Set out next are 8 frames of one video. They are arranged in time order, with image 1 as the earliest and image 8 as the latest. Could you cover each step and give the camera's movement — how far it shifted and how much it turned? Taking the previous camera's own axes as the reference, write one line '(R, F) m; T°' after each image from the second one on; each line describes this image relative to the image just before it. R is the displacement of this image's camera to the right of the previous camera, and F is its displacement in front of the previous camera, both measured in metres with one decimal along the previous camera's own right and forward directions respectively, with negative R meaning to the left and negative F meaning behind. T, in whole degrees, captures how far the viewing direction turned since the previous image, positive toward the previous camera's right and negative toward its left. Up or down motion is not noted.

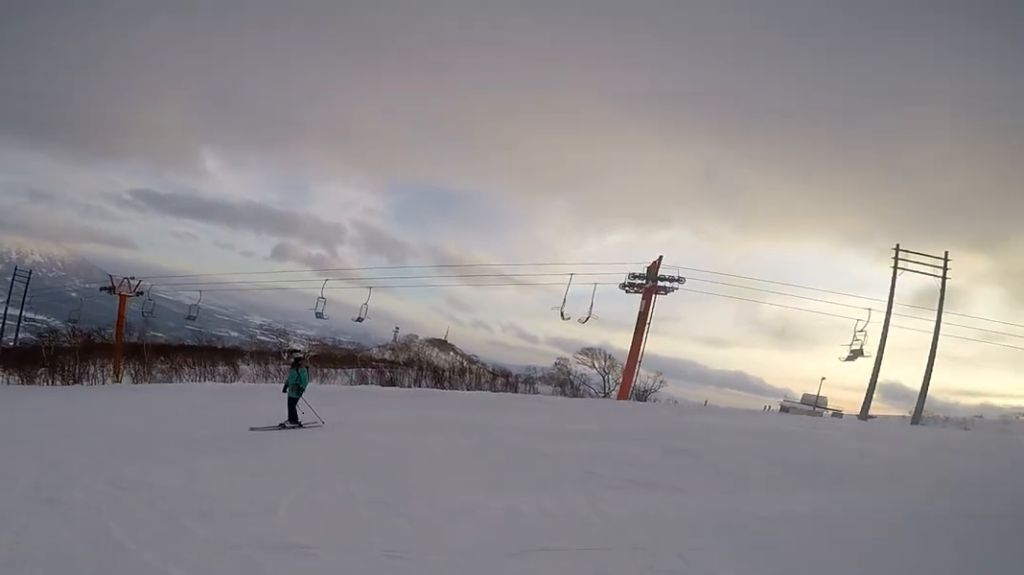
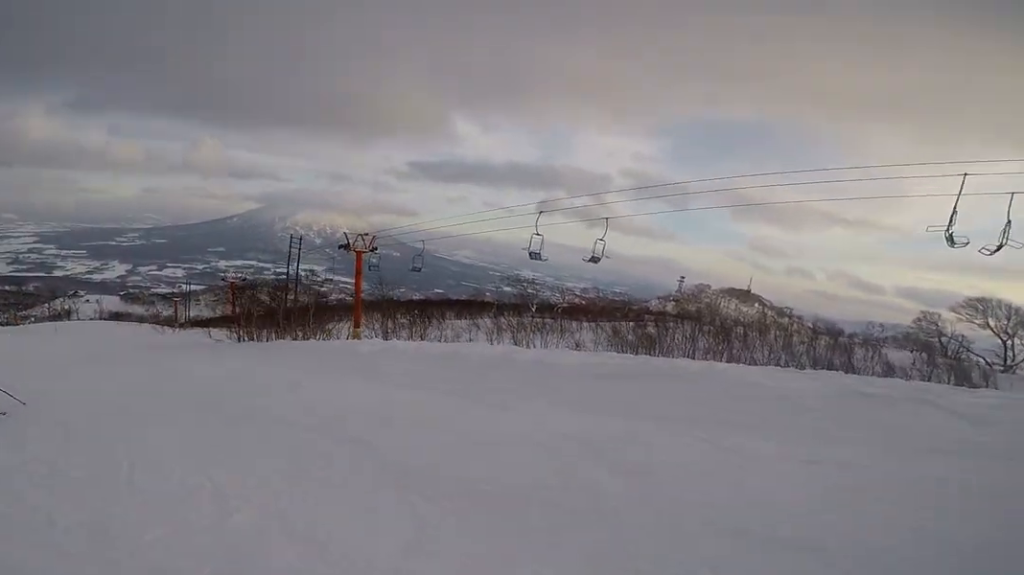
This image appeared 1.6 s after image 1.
(-1.6, +6.5) m; -40°
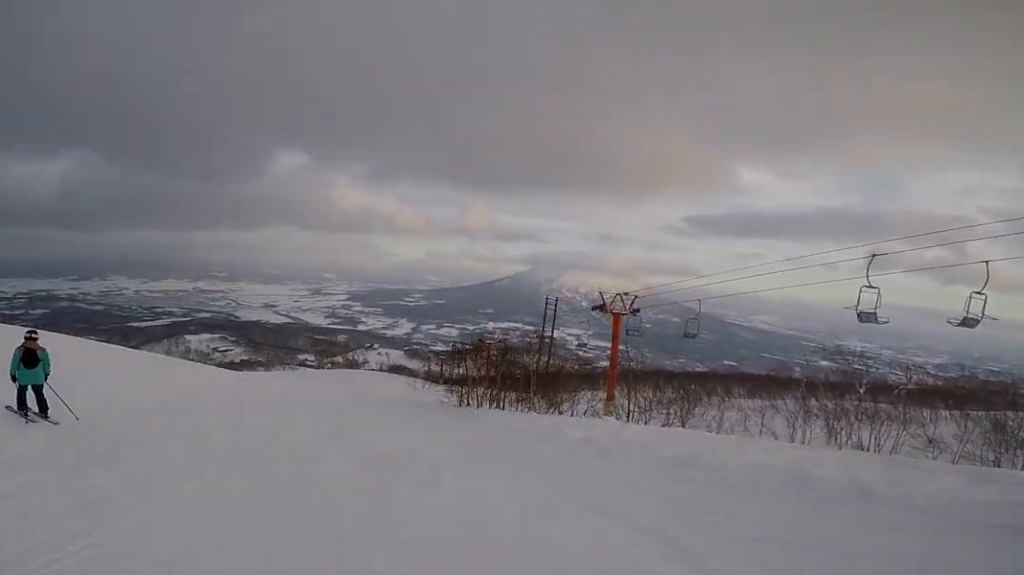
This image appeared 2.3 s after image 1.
(-0.1, +2.7) m; -39°
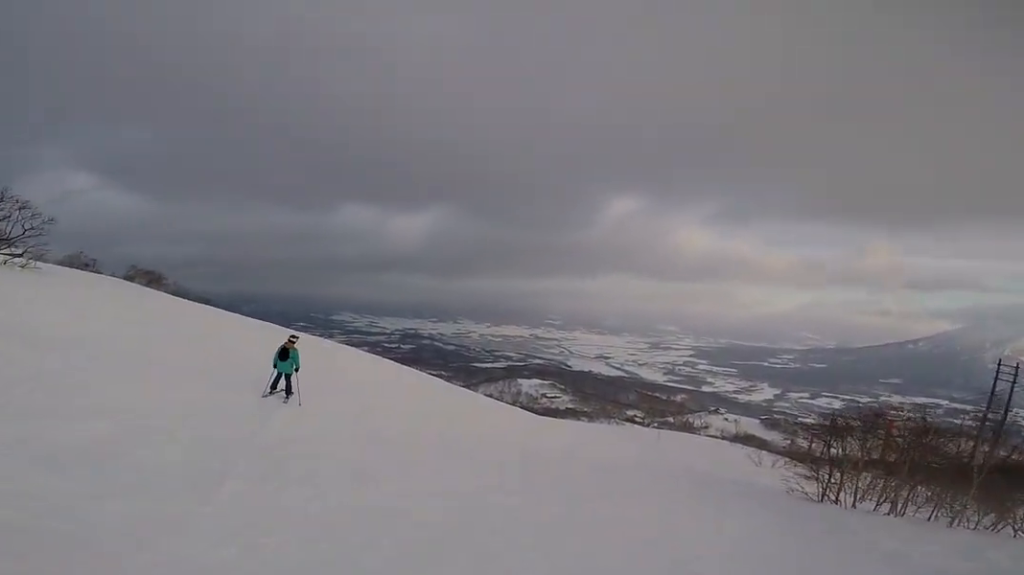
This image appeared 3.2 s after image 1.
(-2.0, +3.2) m; -40°
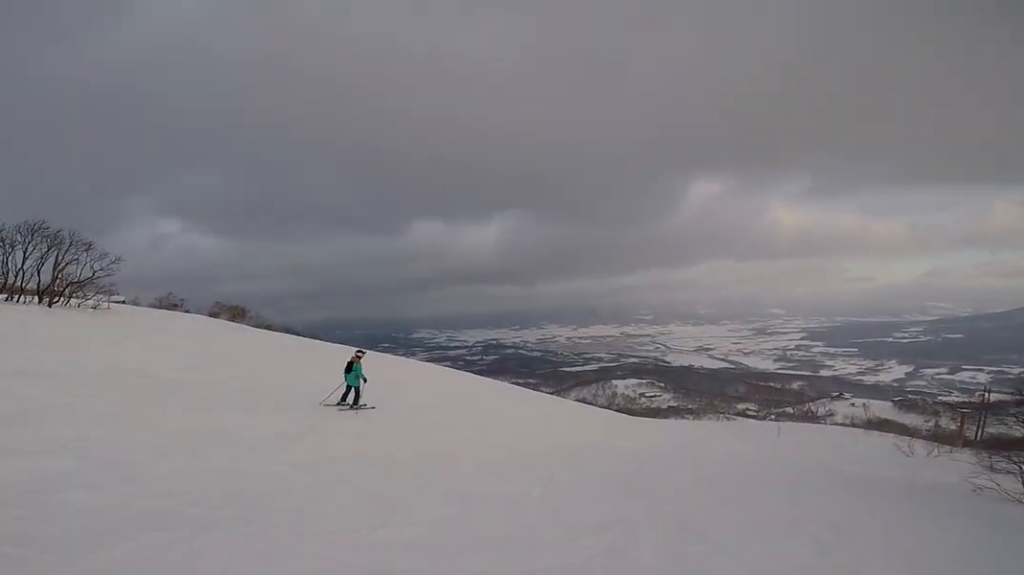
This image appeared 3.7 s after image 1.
(-0.3, +2.0) m; -5°
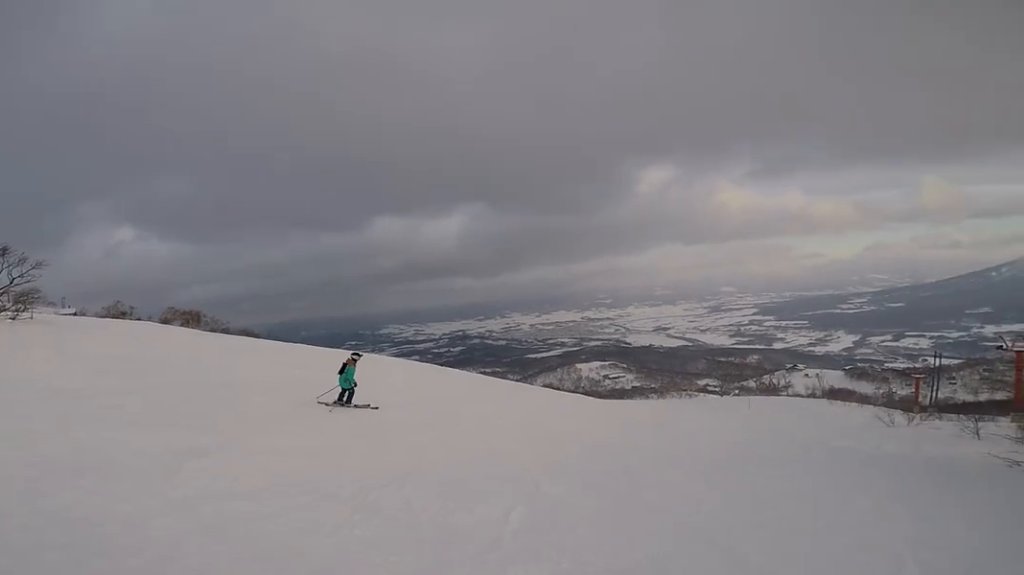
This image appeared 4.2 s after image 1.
(-0.1, +1.9) m; -5°
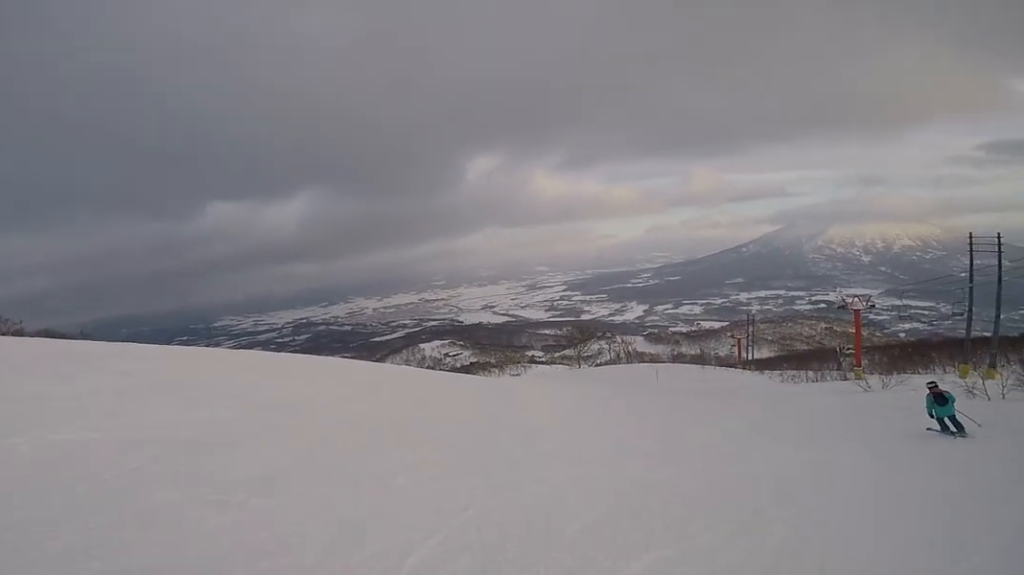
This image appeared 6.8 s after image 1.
(-2.0, +8.5) m; +2°
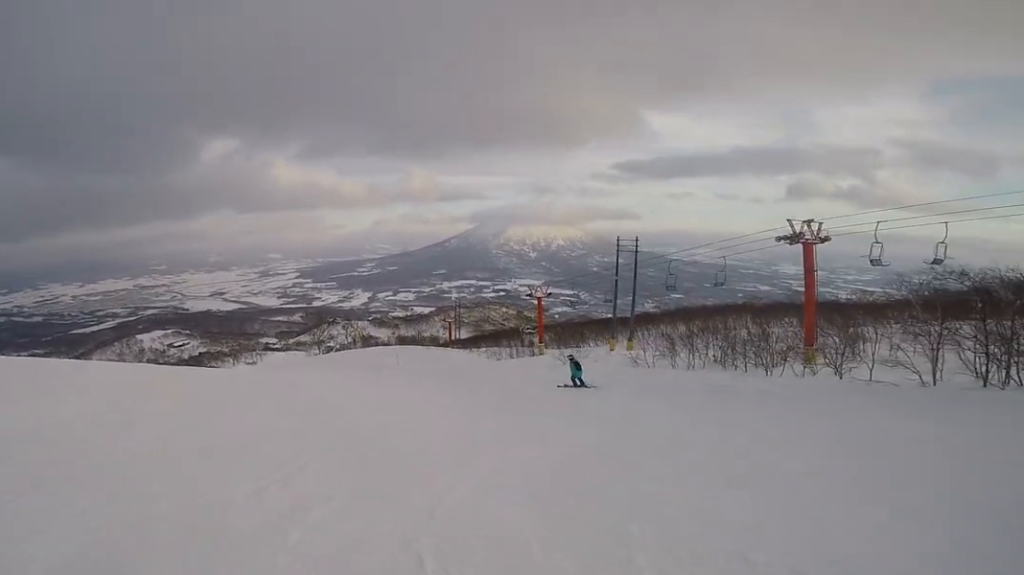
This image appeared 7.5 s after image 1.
(+0.4, +2.0) m; +14°
